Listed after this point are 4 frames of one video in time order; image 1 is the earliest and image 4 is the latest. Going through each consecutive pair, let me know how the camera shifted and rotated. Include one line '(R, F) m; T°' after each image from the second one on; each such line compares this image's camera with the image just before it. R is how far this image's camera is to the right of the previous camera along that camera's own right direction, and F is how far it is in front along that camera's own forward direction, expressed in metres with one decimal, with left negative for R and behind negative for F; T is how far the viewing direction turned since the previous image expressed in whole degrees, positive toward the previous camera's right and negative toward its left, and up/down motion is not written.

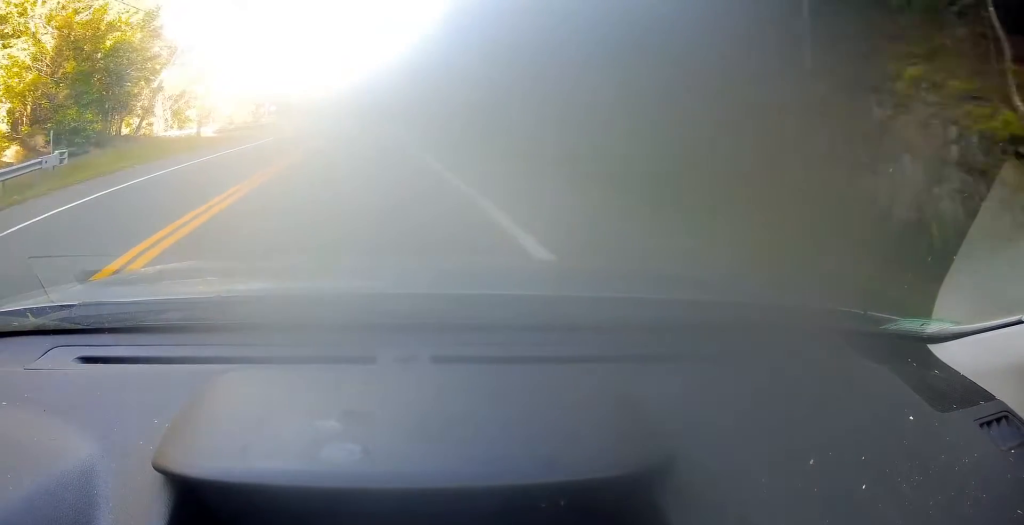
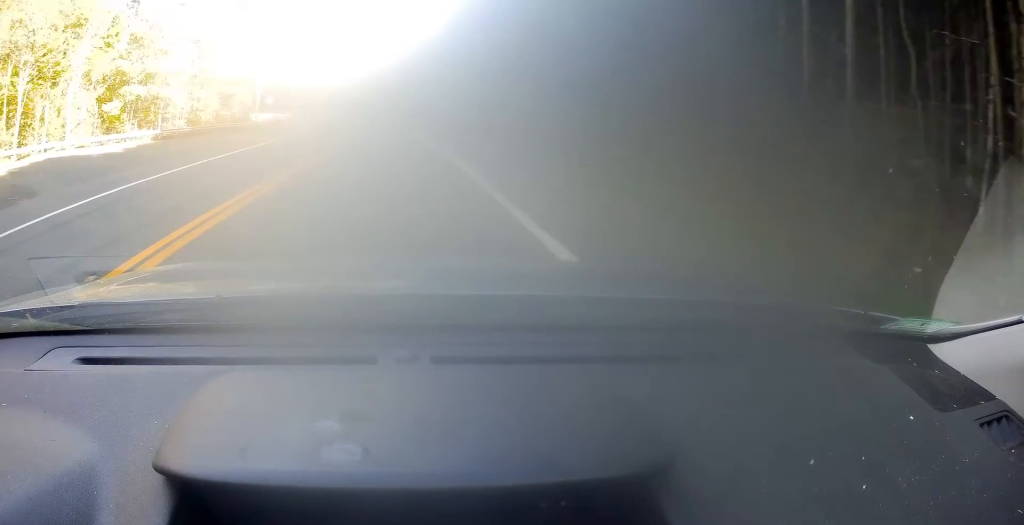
(-2.0, +34.3) m; -6°
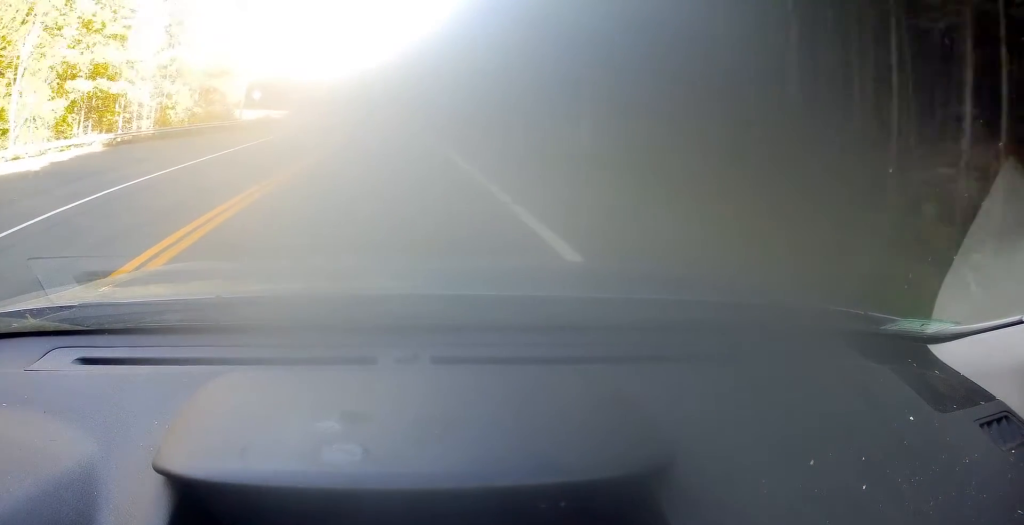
(-0.1, +9.5) m; -2°
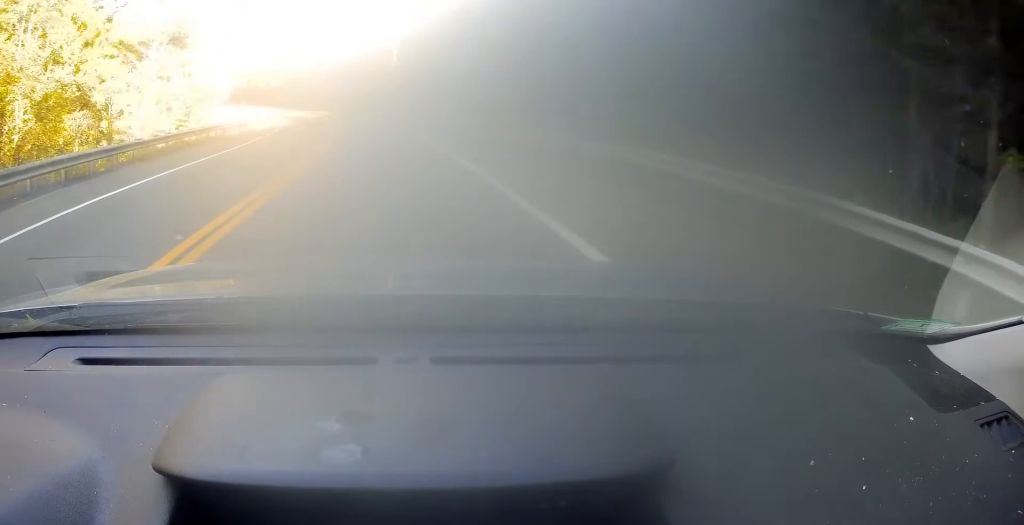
(-4.3, +51.7) m; -8°
